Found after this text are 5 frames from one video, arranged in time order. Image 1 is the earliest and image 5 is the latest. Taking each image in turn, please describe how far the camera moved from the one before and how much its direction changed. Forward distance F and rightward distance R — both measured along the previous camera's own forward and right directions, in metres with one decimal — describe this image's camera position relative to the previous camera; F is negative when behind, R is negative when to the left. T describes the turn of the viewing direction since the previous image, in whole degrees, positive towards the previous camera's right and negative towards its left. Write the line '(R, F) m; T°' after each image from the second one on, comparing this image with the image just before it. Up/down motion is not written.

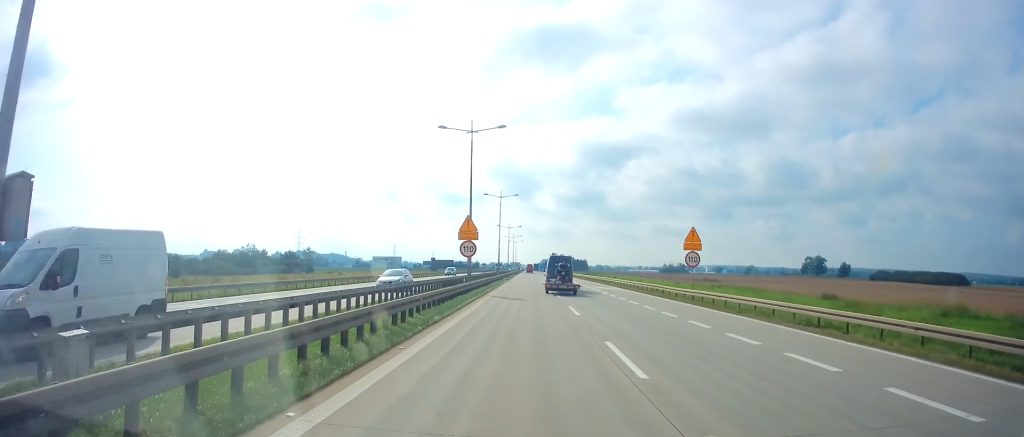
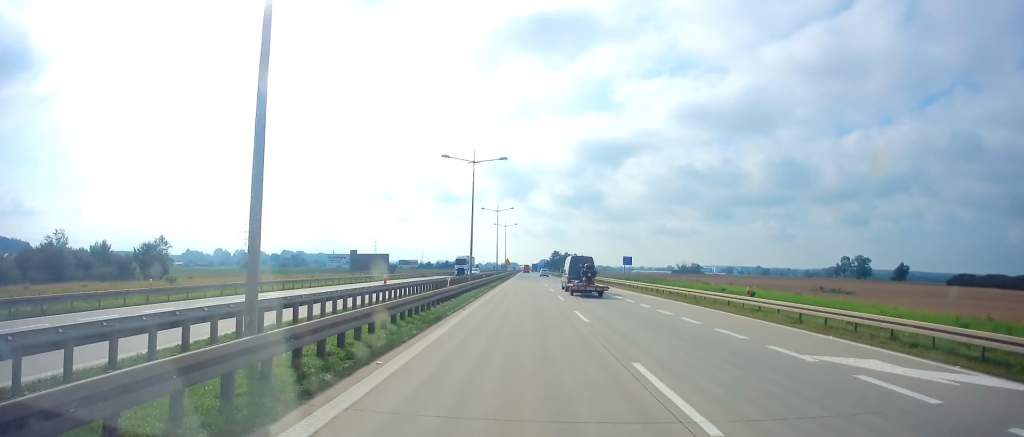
(+0.5, +73.9) m; +1°
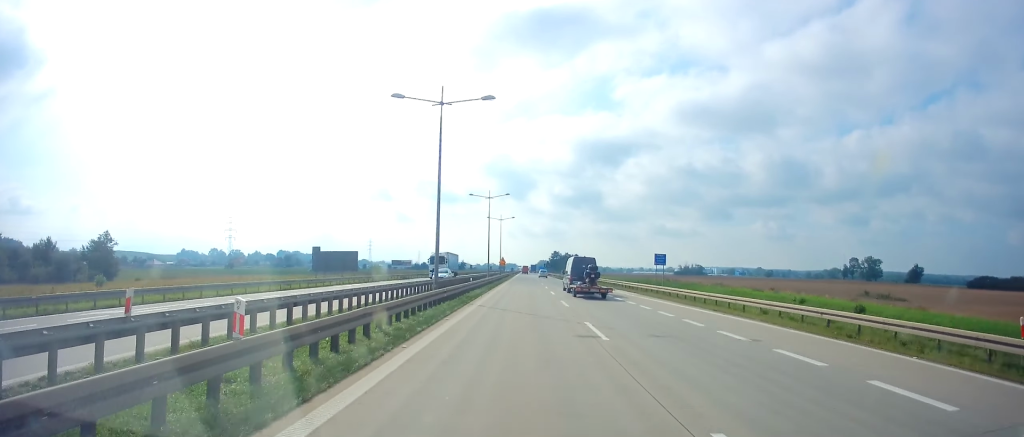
(+0.3, +16.1) m; 0°
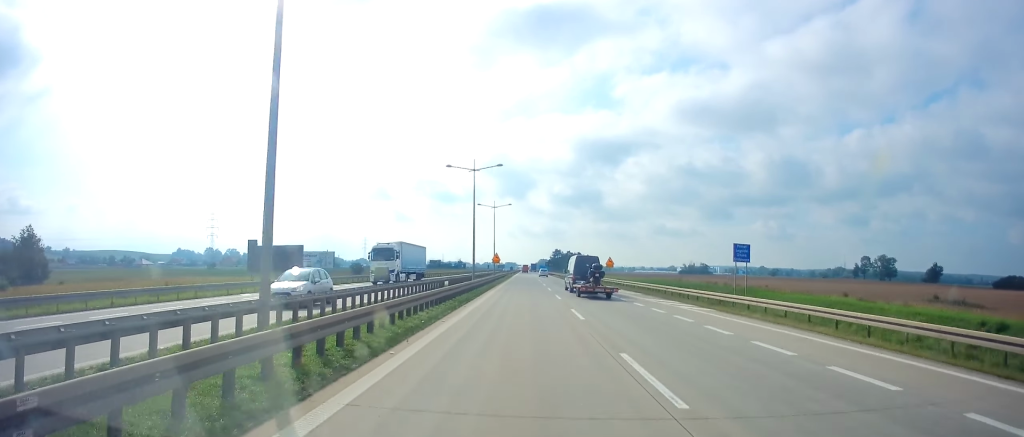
(-0.2, +18.5) m; 0°
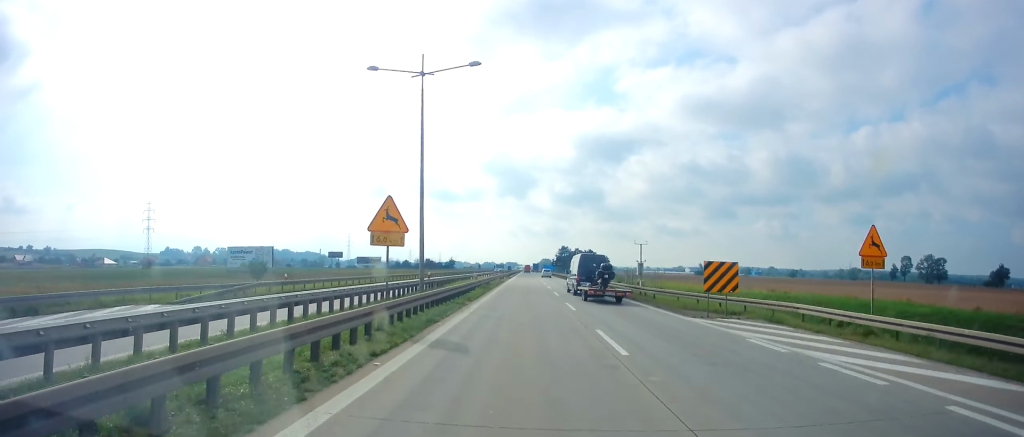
(-0.3, +55.0) m; 0°
